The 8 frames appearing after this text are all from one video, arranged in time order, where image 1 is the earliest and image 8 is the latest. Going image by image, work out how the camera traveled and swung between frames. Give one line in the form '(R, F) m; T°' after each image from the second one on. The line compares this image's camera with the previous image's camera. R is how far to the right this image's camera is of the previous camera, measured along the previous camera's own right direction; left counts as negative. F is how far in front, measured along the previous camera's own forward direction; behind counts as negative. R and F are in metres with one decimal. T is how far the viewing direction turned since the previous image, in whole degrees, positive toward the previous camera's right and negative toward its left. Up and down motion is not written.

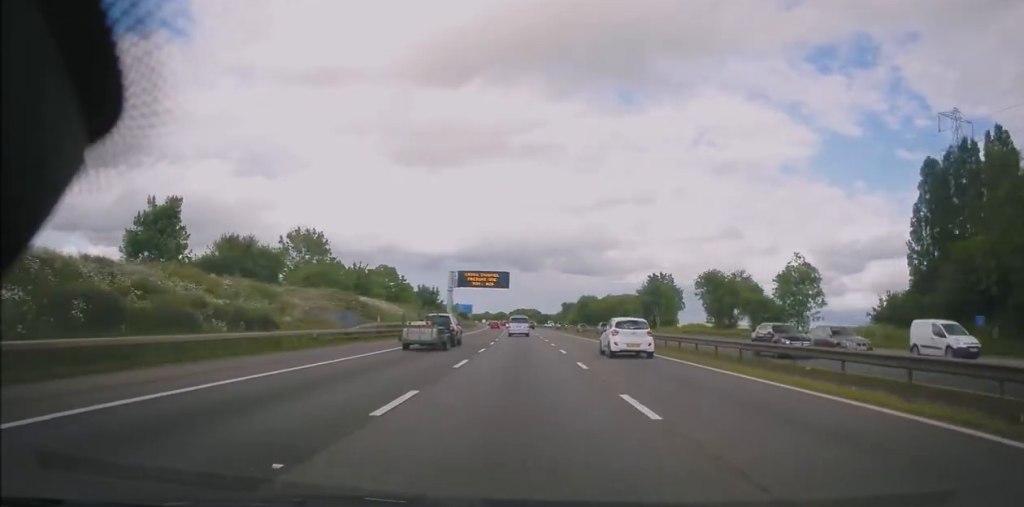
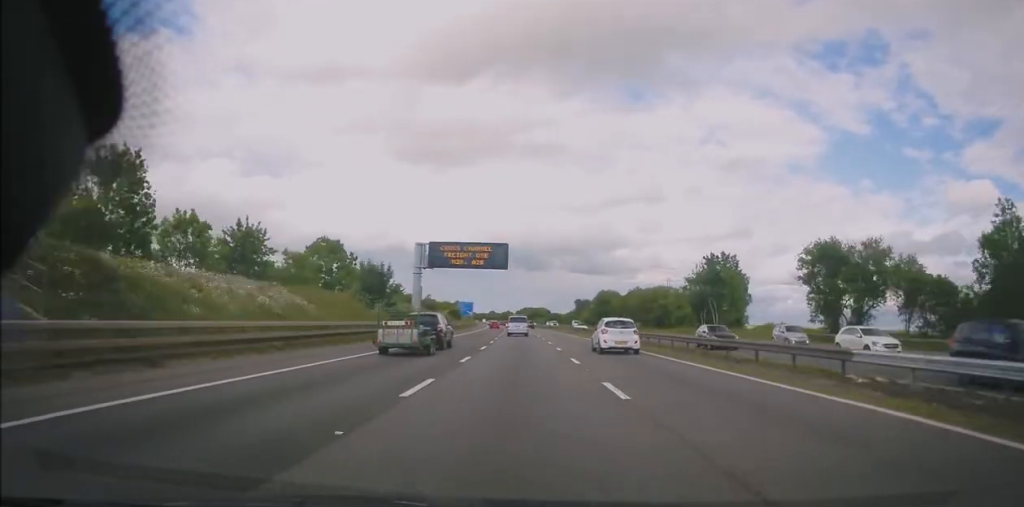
(-0.3, +33.8) m; 0°
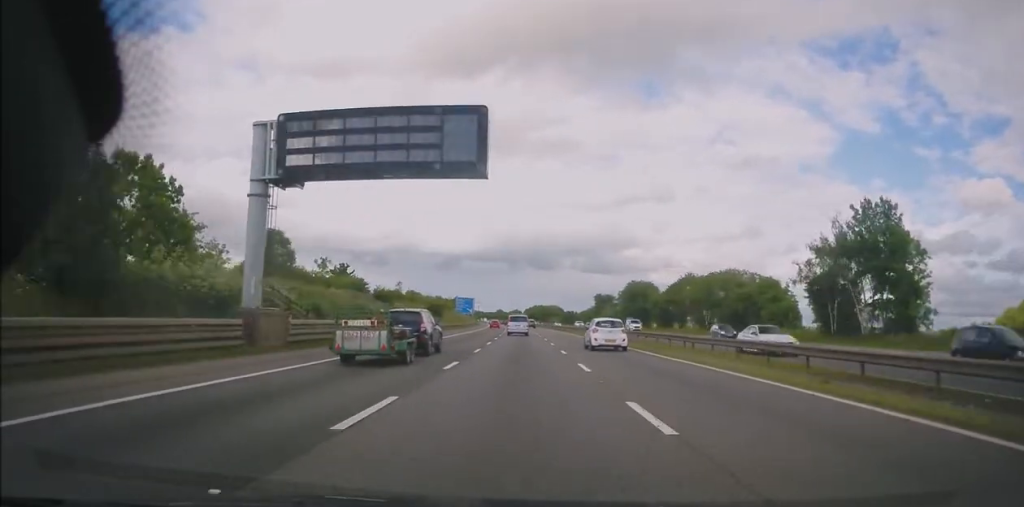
(-0.2, +39.1) m; -1°
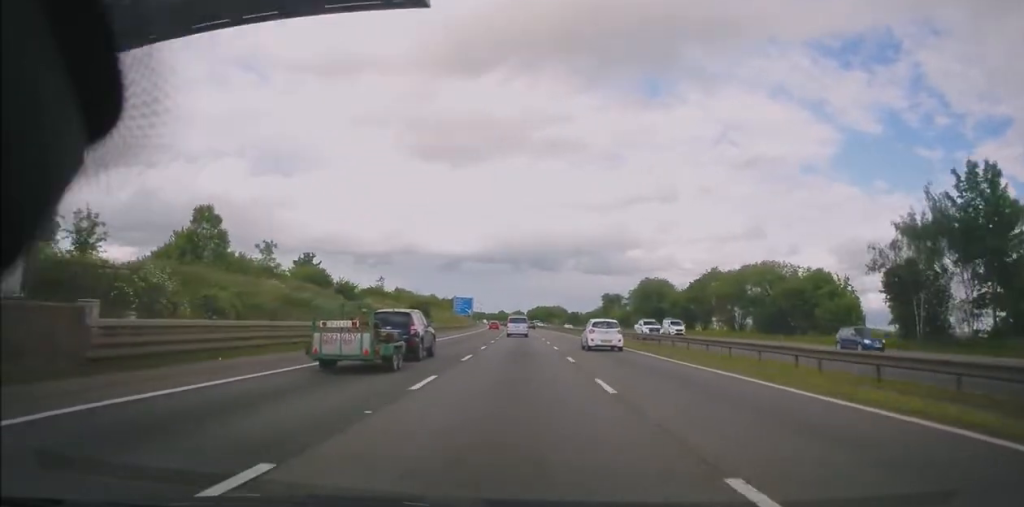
(-0.1, +13.5) m; 0°
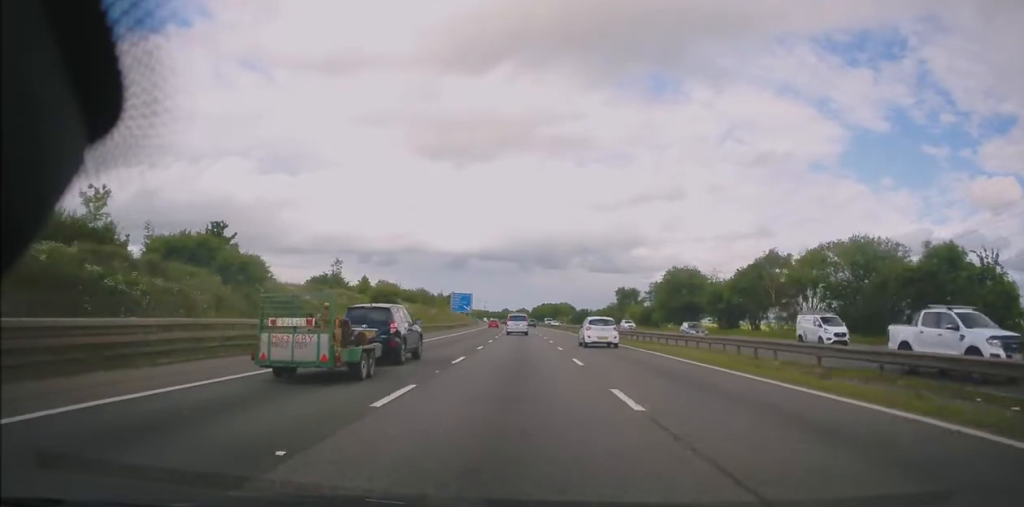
(+0.2, +20.8) m; 0°
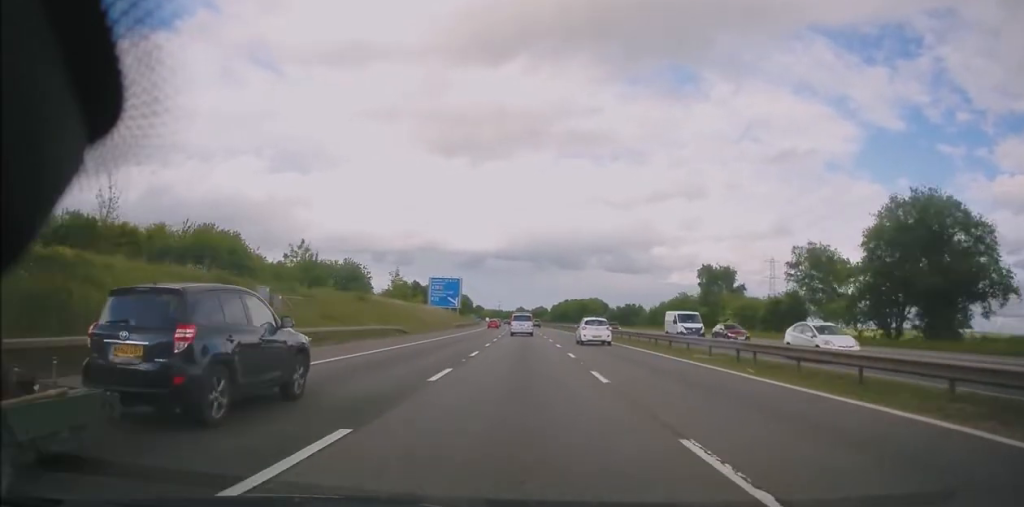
(-1.6, +68.5) m; -2°
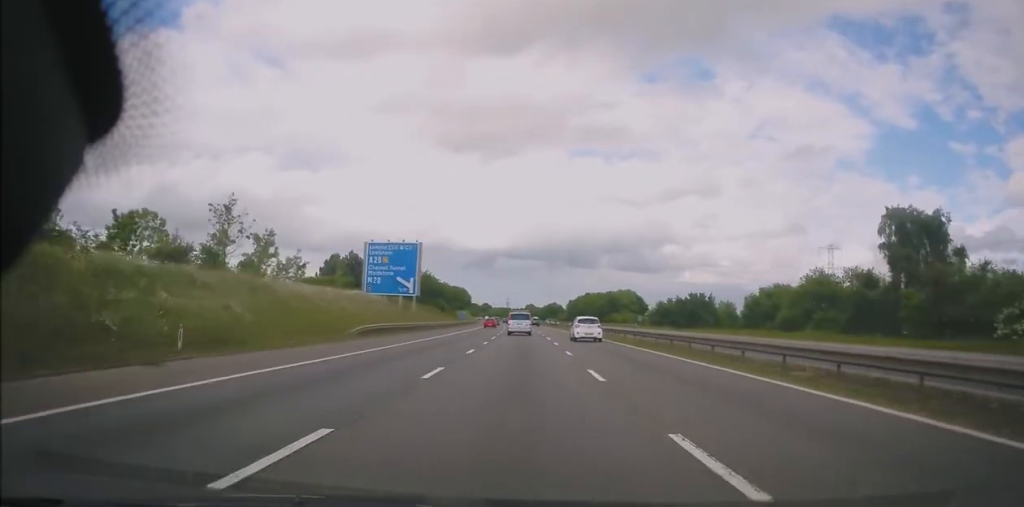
(-0.2, +53.8) m; -1°
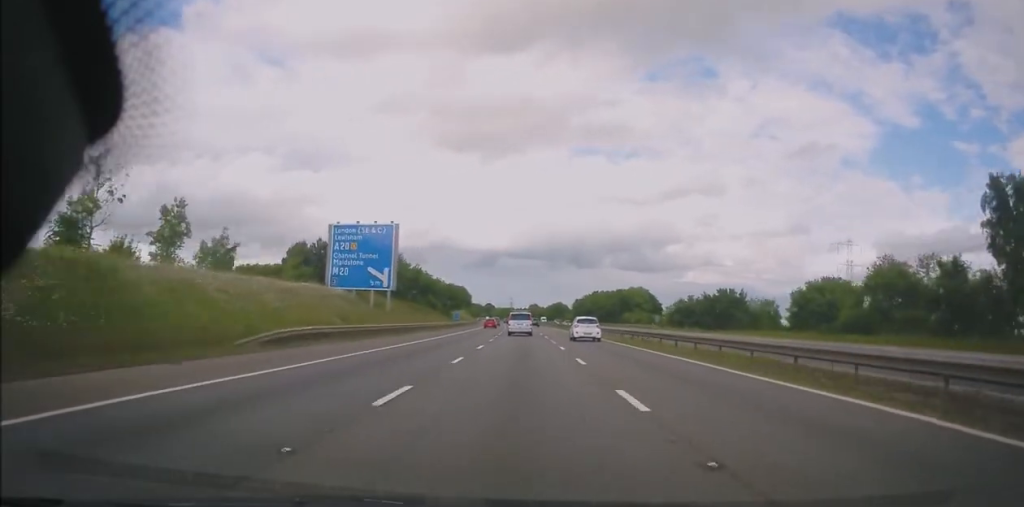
(-0.1, +13.4) m; 0°
